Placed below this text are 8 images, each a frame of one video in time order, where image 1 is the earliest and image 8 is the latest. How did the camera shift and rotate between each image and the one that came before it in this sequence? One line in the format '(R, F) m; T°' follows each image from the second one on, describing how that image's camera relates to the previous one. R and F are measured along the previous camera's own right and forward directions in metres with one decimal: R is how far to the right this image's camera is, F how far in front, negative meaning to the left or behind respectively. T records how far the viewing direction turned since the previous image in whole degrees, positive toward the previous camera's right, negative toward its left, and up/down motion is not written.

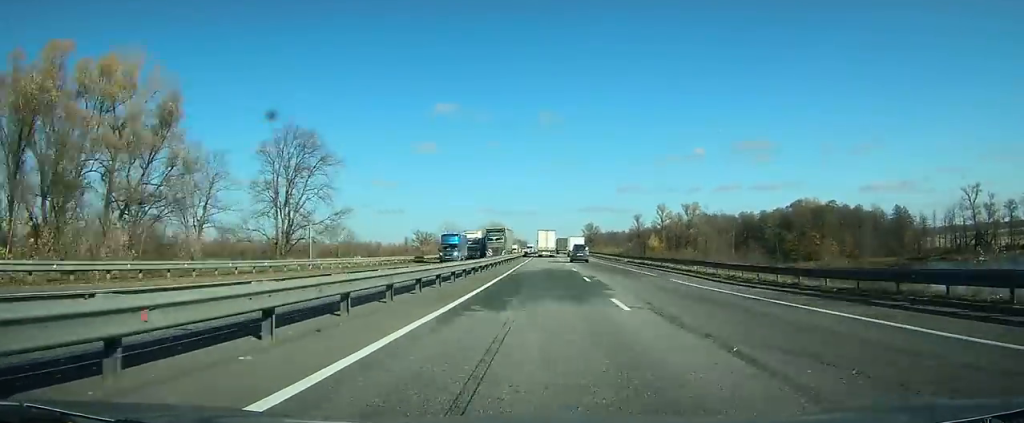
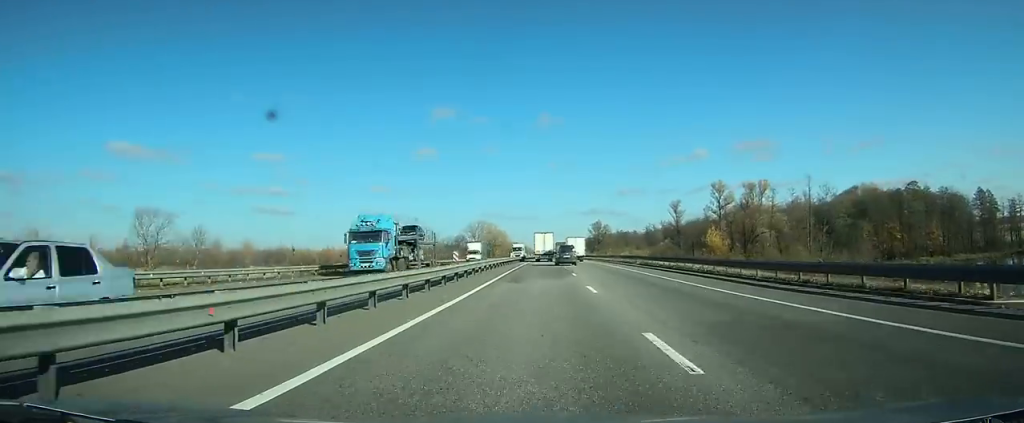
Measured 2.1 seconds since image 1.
(0.0, +54.2) m; 0°
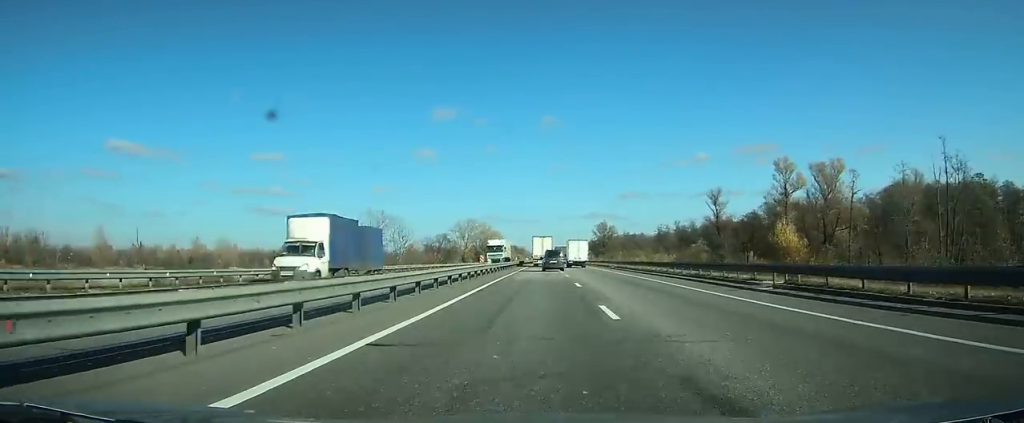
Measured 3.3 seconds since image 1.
(0.0, +29.1) m; 0°
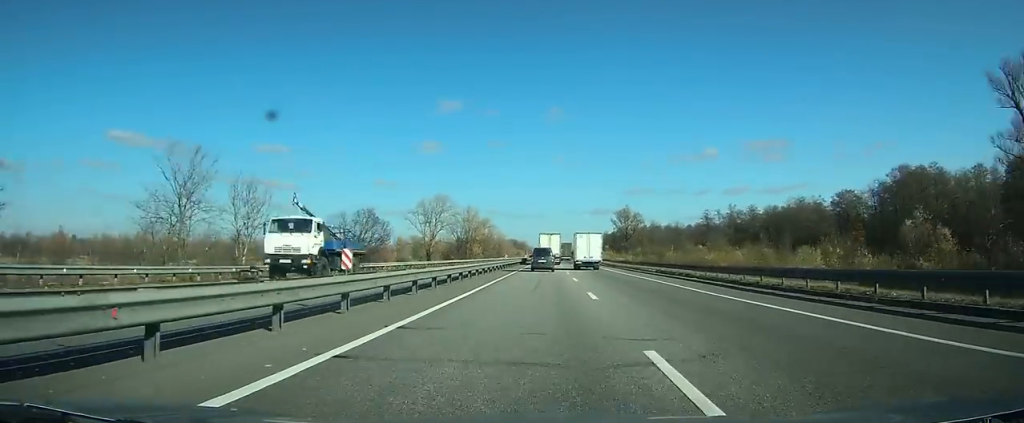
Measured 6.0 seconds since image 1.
(-0.1, +63.9) m; 0°
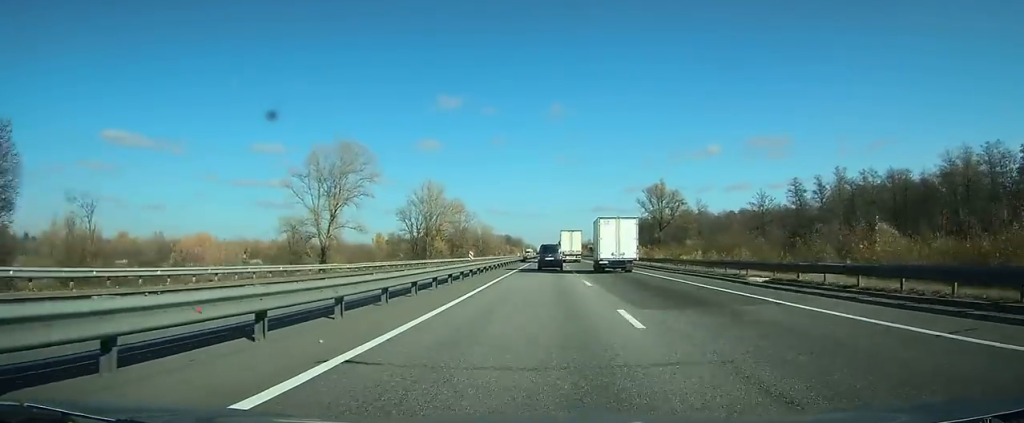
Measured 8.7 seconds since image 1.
(-0.1, +69.4) m; 0°
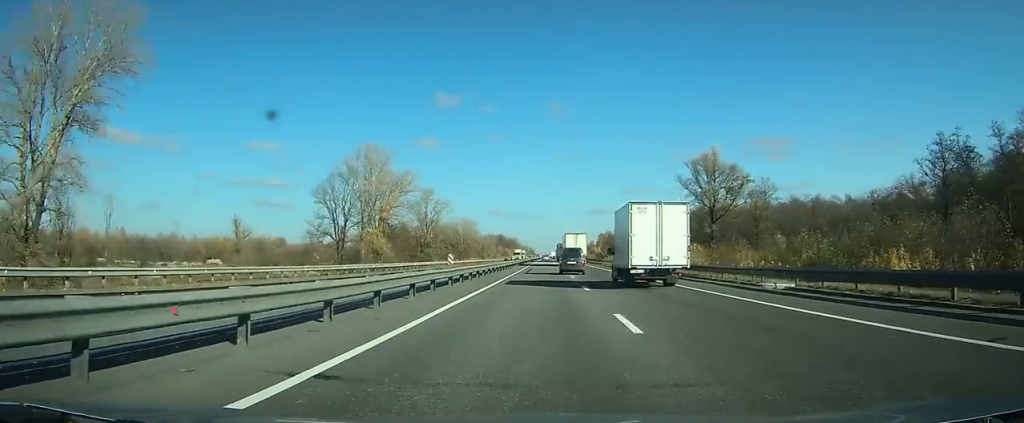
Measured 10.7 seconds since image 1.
(+0.2, +49.6) m; 0°
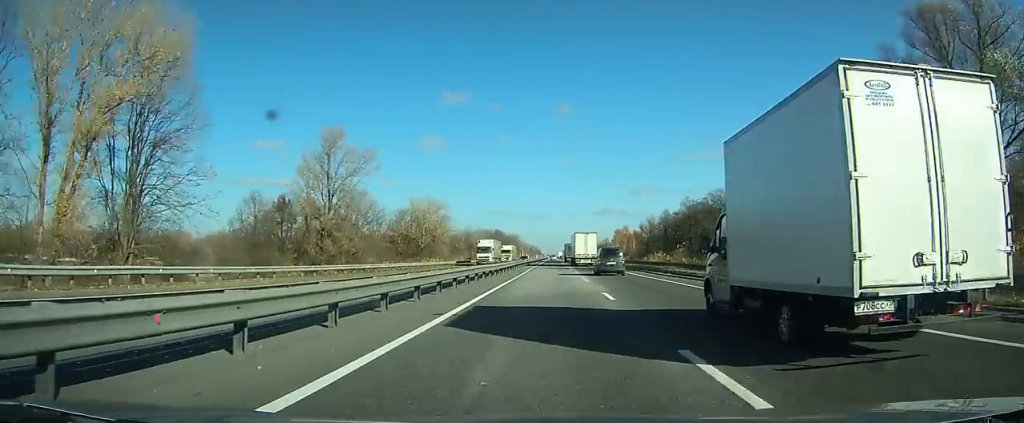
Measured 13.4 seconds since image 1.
(+0.1, +64.1) m; 0°
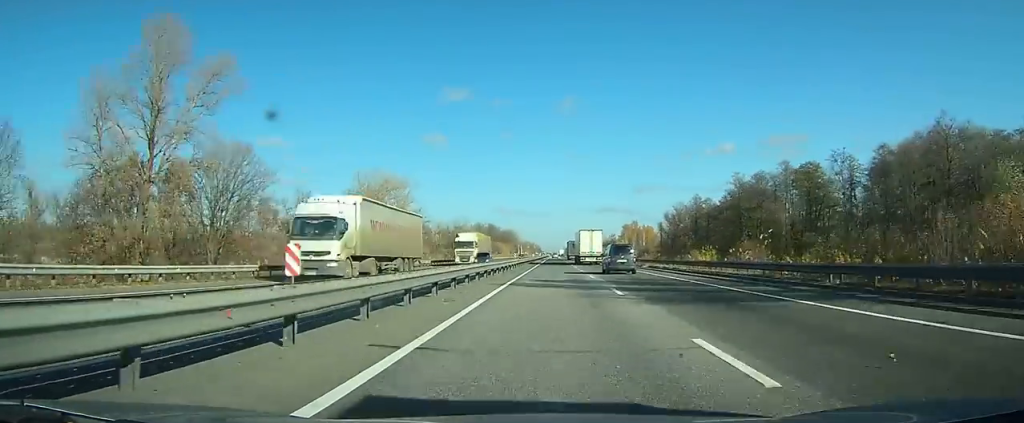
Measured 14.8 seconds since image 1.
(-0.1, +34.0) m; 0°
